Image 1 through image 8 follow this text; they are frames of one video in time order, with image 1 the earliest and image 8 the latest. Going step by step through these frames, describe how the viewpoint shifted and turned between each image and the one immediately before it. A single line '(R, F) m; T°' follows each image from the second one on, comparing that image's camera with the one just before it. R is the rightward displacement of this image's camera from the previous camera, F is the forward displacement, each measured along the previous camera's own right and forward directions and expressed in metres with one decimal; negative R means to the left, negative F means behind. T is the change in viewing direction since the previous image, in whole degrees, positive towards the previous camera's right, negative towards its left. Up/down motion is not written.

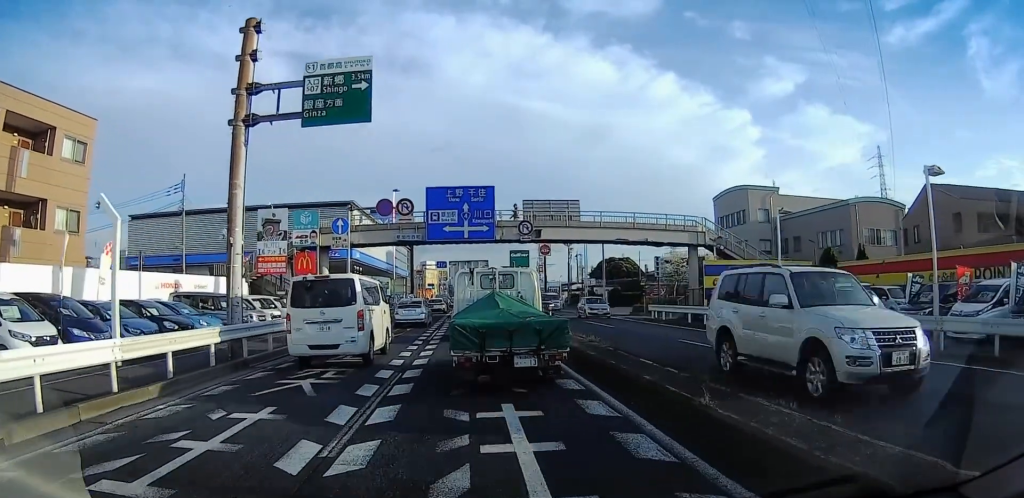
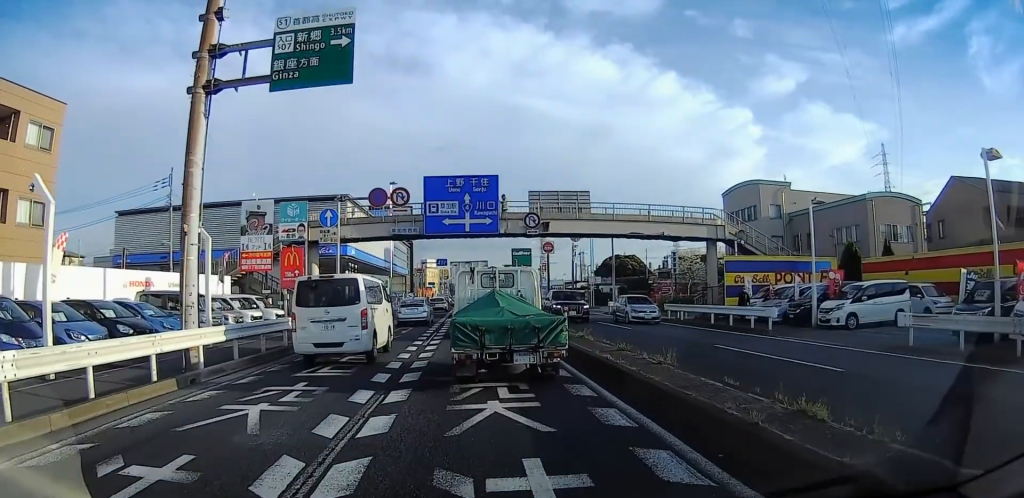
(0.0, +2.9) m; 0°
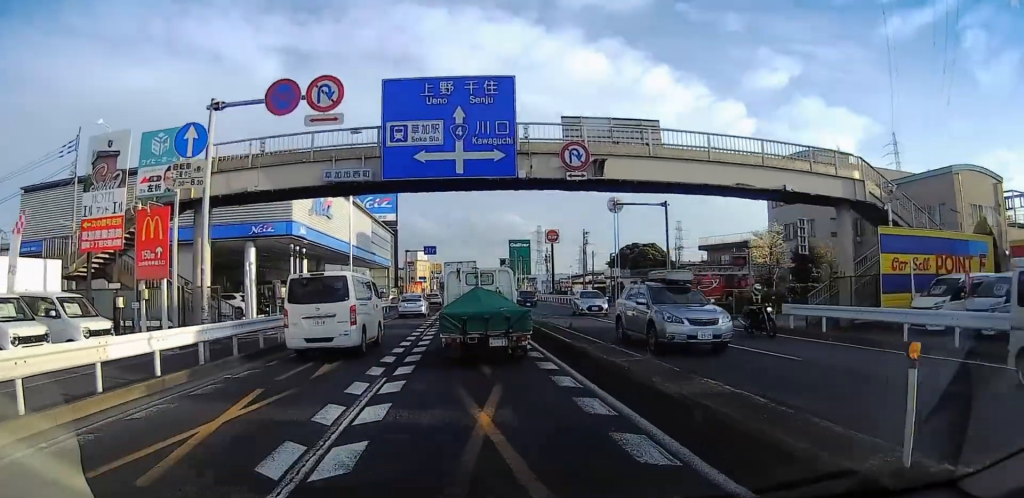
(0.0, +13.0) m; 0°
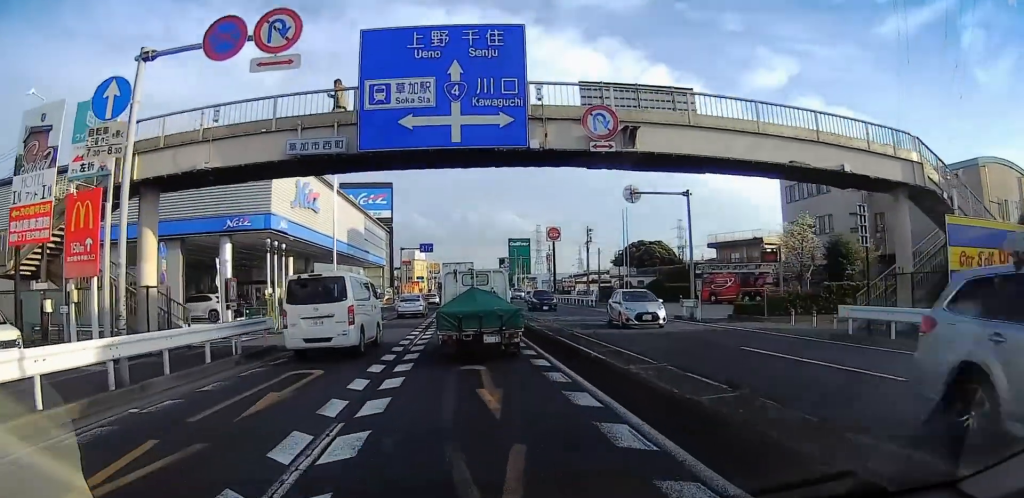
(0.0, +3.3) m; 0°
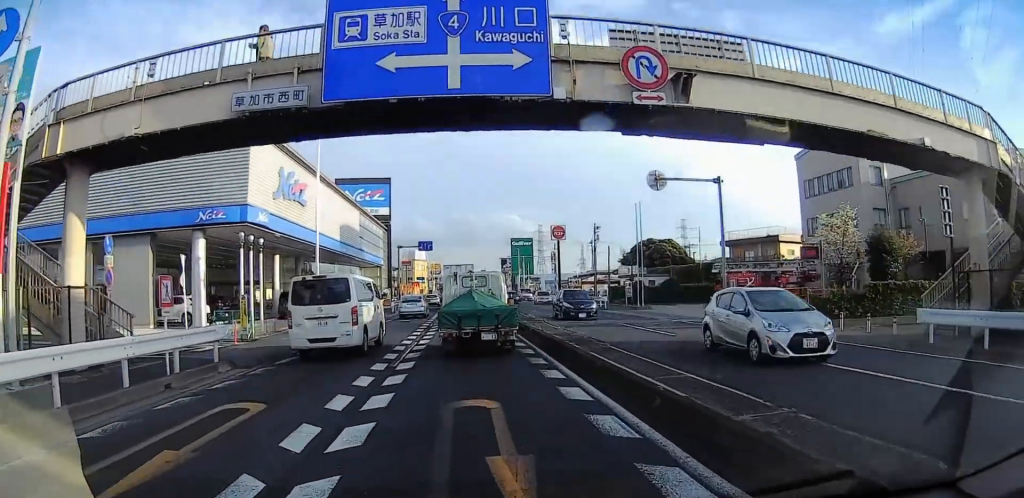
(0.0, +3.3) m; -1°
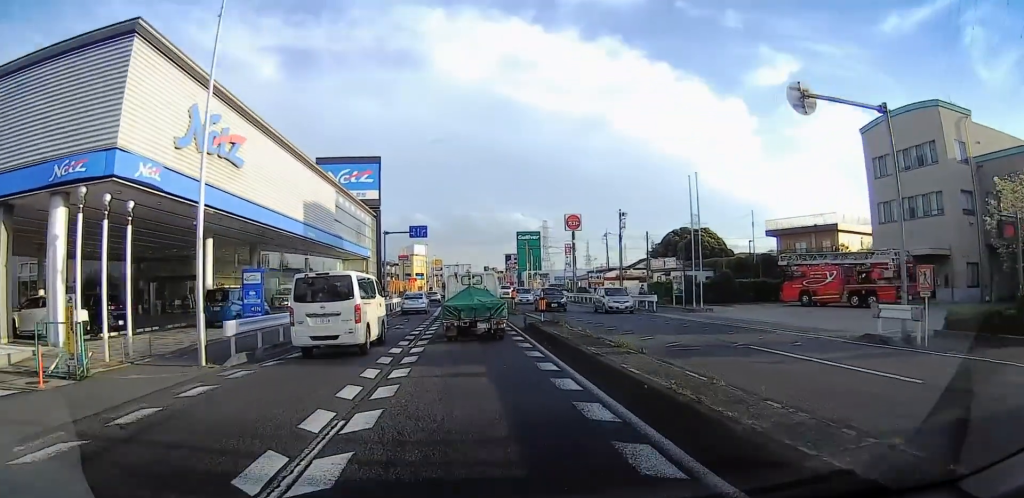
(-0.5, +10.7) m; -4°
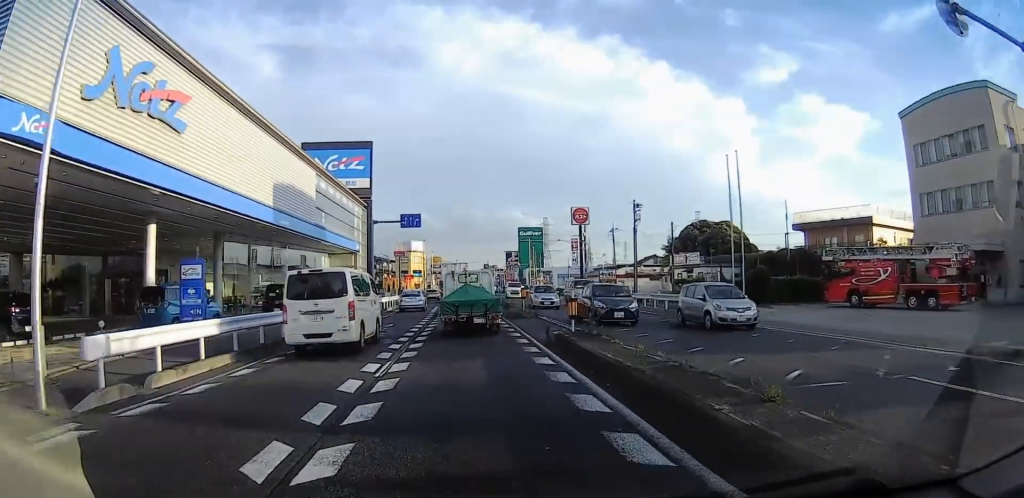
(0.0, +5.4) m; 0°
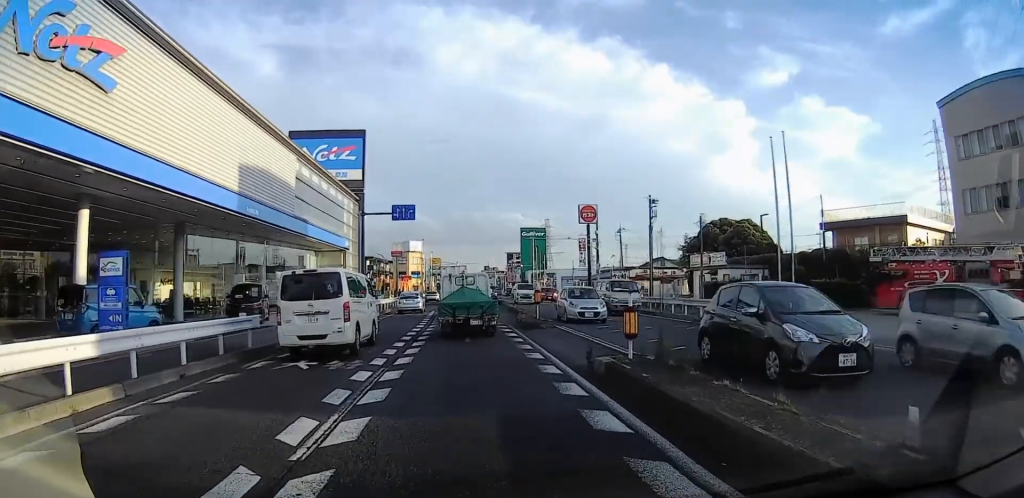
(0.0, +4.6) m; 0°
